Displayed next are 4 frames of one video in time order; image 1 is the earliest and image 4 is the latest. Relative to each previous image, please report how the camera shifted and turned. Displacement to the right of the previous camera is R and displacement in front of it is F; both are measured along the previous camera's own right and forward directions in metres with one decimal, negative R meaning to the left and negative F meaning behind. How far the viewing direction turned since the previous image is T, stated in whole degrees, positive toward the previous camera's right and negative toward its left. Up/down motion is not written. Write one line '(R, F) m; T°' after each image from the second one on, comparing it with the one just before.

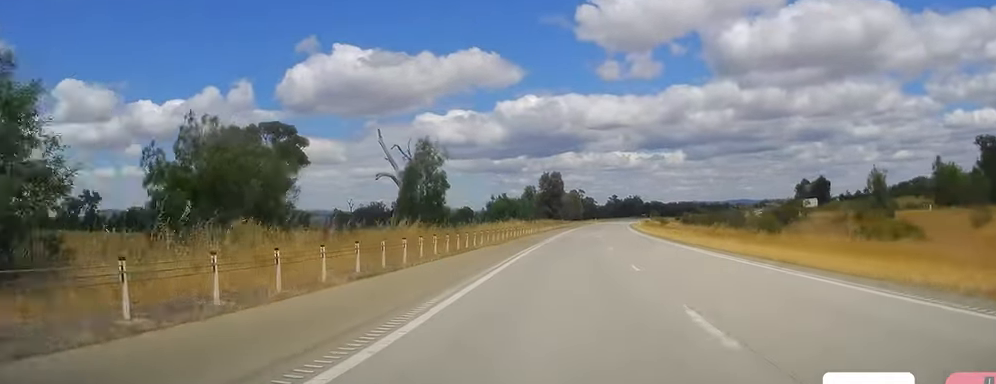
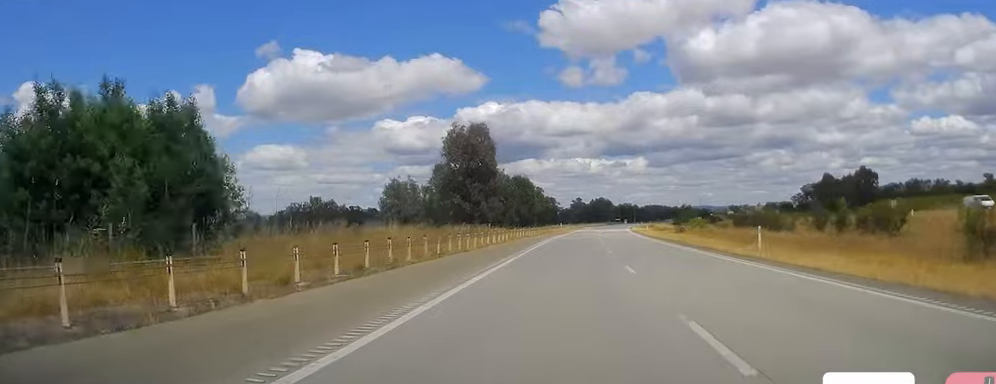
(+1.8, +84.8) m; +3°
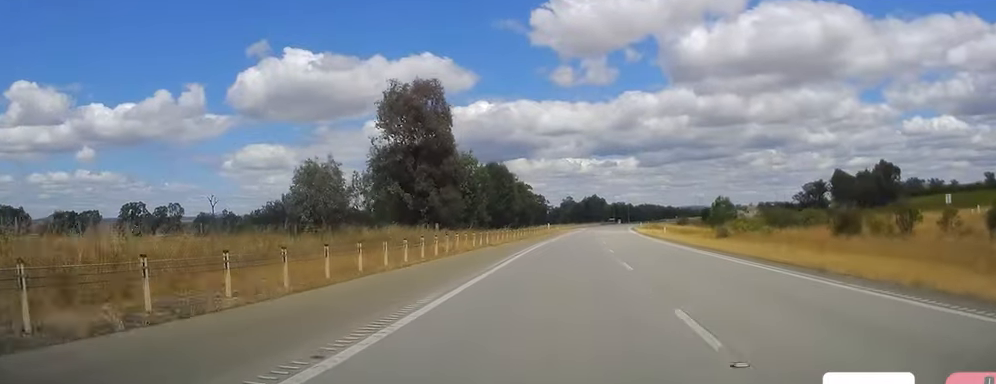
(+0.3, +22.8) m; +1°
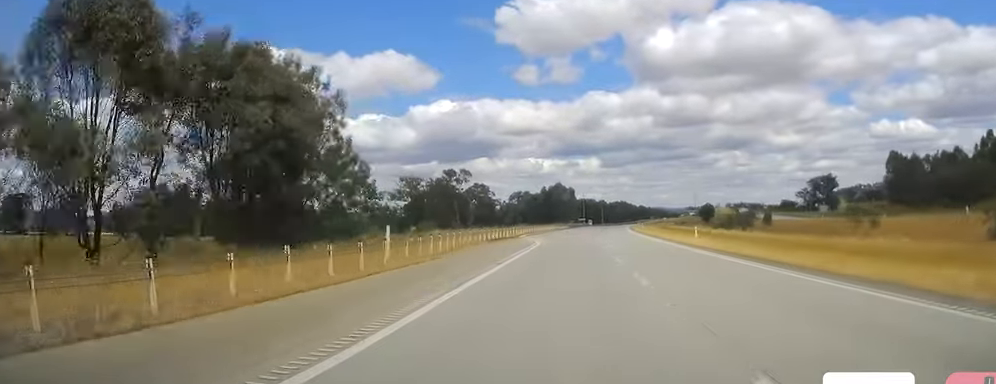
(+1.3, +78.0) m; +3°
